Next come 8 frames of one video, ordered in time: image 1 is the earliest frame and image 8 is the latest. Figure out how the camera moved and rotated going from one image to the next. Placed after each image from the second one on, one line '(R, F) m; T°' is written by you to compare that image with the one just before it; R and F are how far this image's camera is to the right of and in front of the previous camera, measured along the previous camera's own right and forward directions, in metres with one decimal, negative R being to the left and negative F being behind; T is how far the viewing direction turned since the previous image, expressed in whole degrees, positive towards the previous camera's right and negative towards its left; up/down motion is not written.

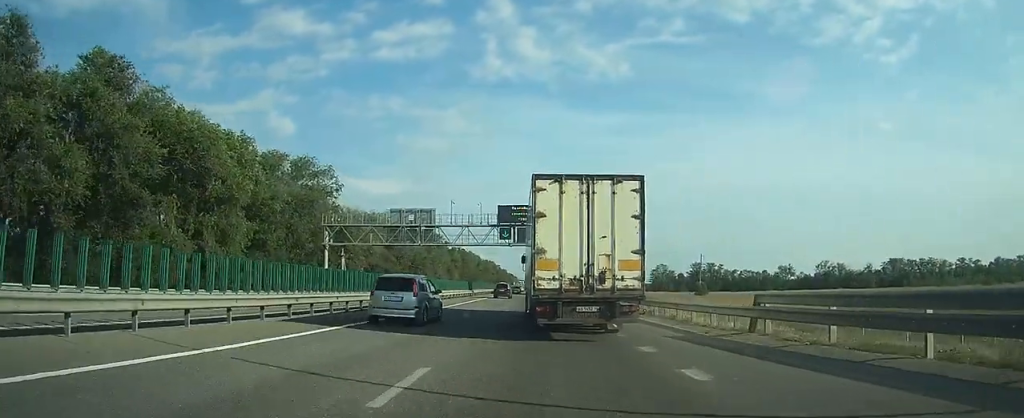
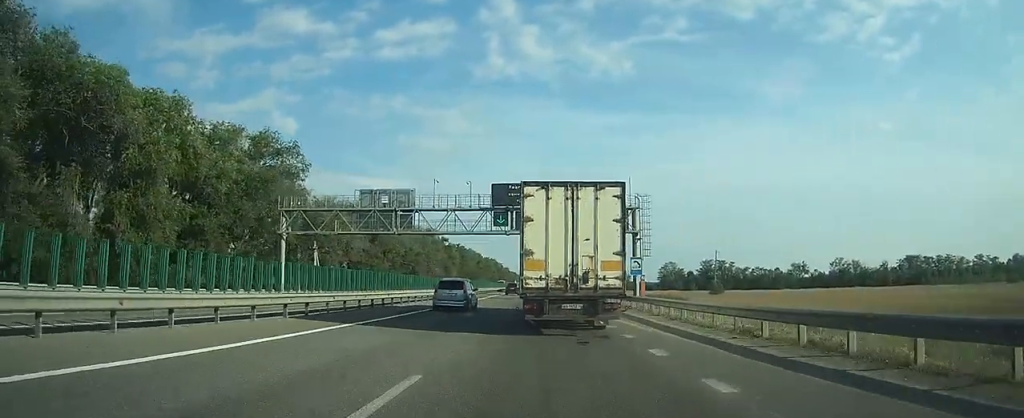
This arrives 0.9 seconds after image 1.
(0.0, +12.3) m; 0°
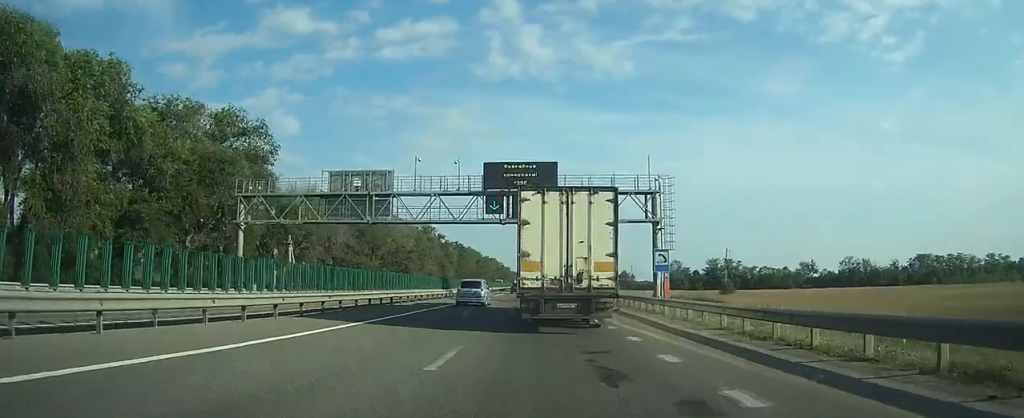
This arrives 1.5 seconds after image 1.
(0.0, +8.4) m; 0°
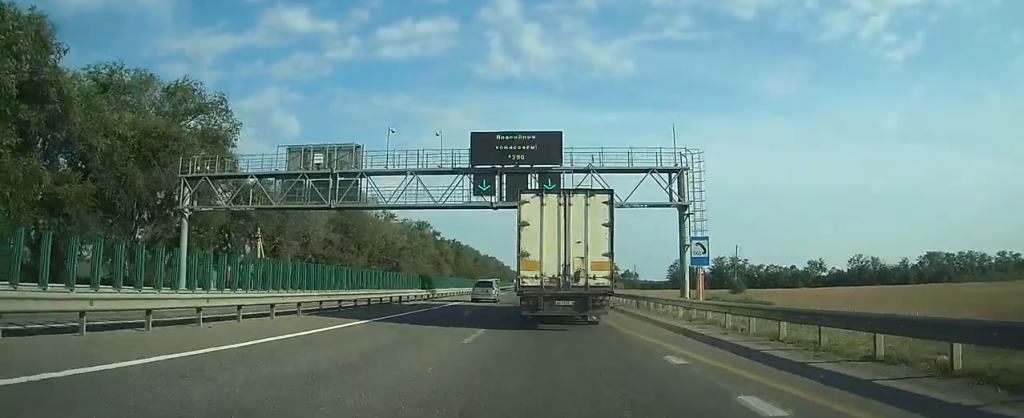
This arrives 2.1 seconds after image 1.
(0.0, +8.0) m; 0°
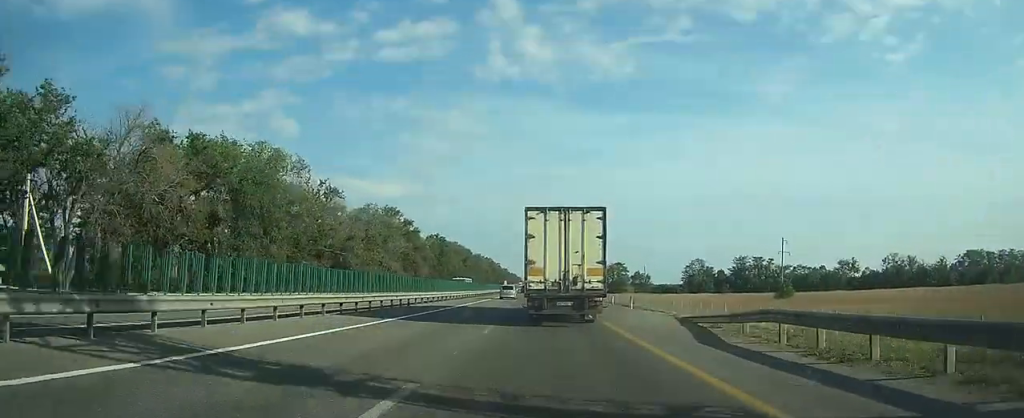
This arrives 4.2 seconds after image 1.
(0.0, +31.2) m; 0°
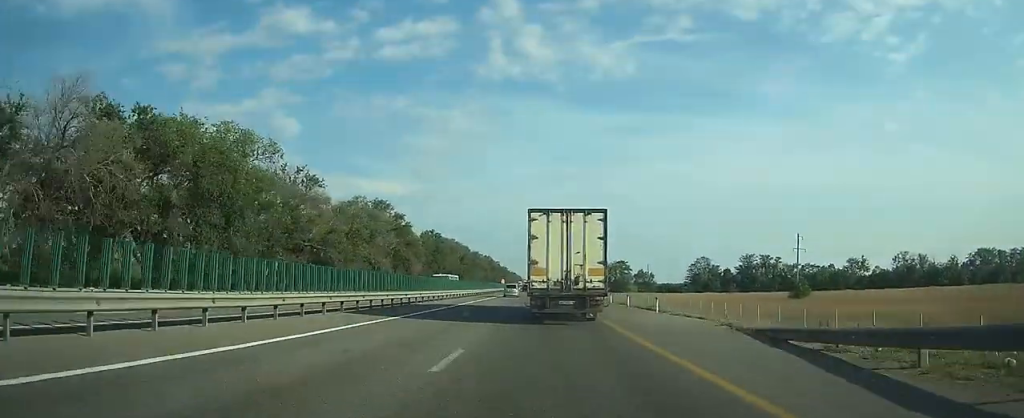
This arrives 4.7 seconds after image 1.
(0.0, +7.7) m; 0°
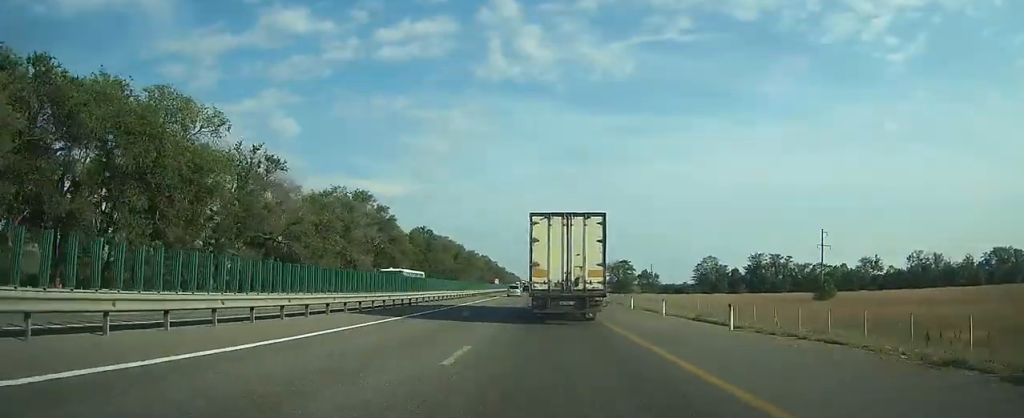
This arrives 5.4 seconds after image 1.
(0.0, +11.1) m; 0°
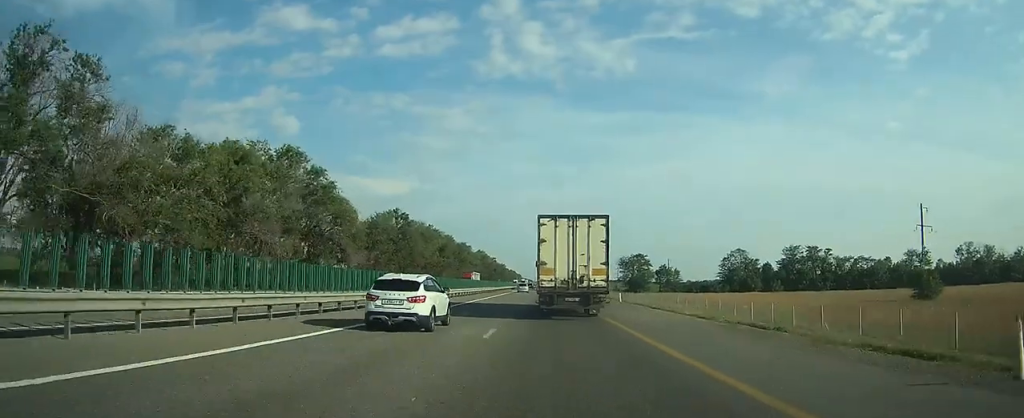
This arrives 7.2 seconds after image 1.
(-0.2, +30.0) m; 0°
